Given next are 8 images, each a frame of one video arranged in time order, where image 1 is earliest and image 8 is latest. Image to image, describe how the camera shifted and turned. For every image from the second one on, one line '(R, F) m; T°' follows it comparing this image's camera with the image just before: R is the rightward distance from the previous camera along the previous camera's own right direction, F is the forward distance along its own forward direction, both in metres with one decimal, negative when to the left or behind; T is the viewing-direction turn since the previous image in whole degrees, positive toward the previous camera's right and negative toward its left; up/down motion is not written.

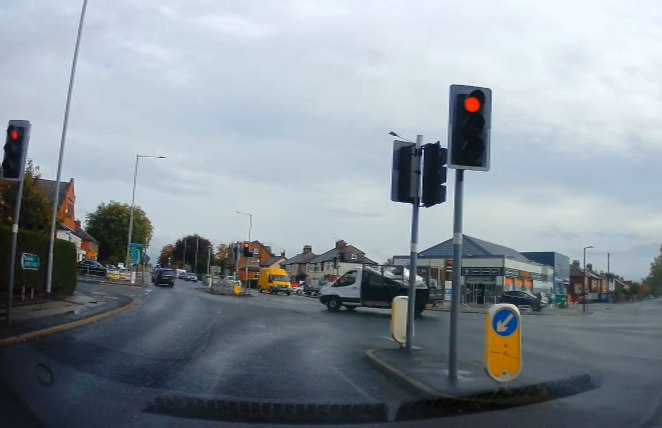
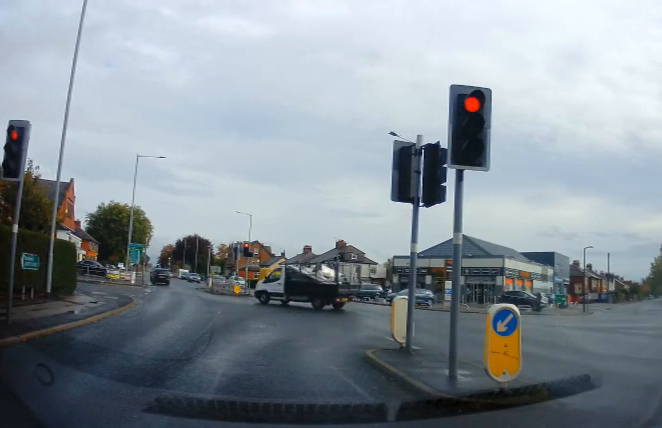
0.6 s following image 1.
(0.0, 0.0) m; 0°
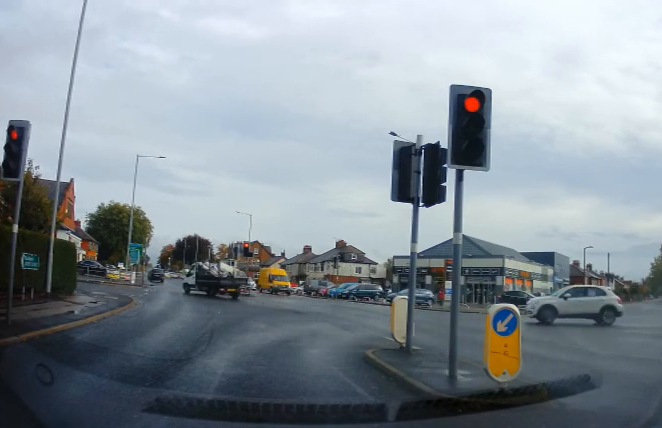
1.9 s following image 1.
(0.0, 0.0) m; 0°
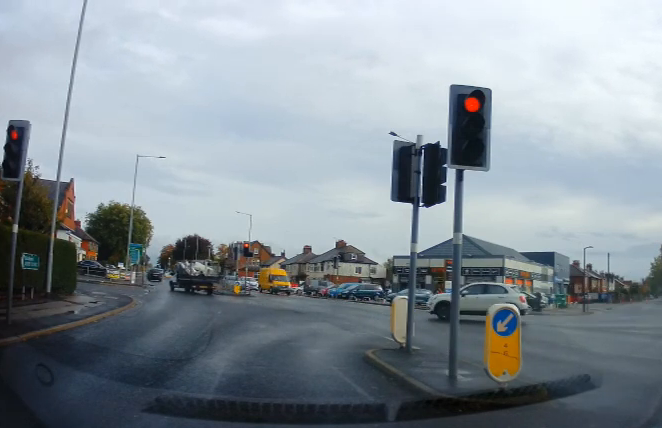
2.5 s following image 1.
(0.0, 0.0) m; 0°
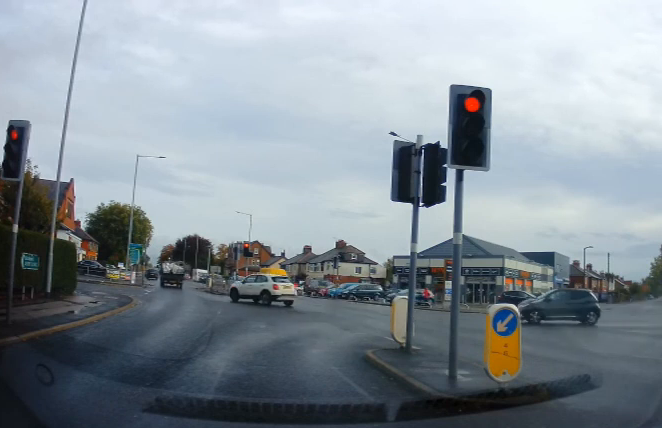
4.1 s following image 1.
(0.0, 0.0) m; 0°
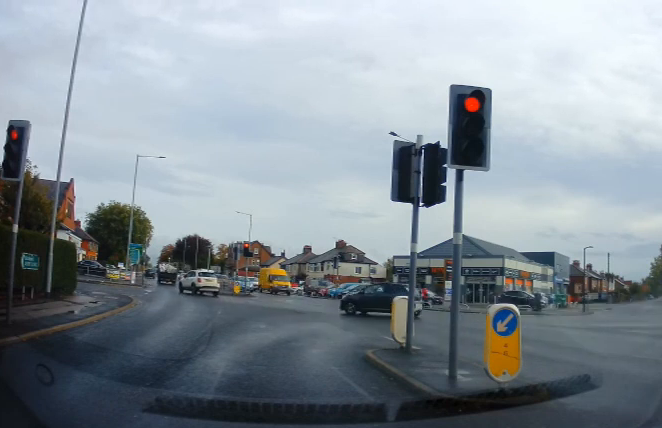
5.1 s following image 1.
(0.0, 0.0) m; 0°
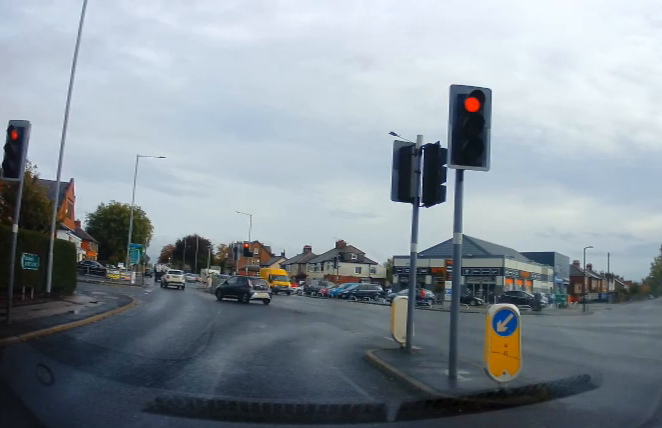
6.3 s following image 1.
(0.0, 0.0) m; 0°
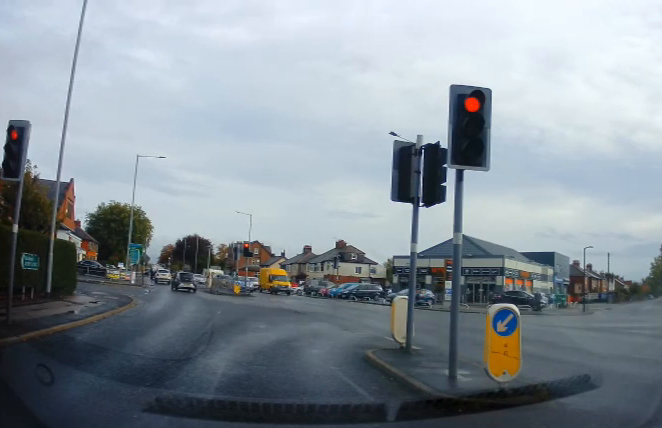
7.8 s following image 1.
(0.0, 0.0) m; 0°
